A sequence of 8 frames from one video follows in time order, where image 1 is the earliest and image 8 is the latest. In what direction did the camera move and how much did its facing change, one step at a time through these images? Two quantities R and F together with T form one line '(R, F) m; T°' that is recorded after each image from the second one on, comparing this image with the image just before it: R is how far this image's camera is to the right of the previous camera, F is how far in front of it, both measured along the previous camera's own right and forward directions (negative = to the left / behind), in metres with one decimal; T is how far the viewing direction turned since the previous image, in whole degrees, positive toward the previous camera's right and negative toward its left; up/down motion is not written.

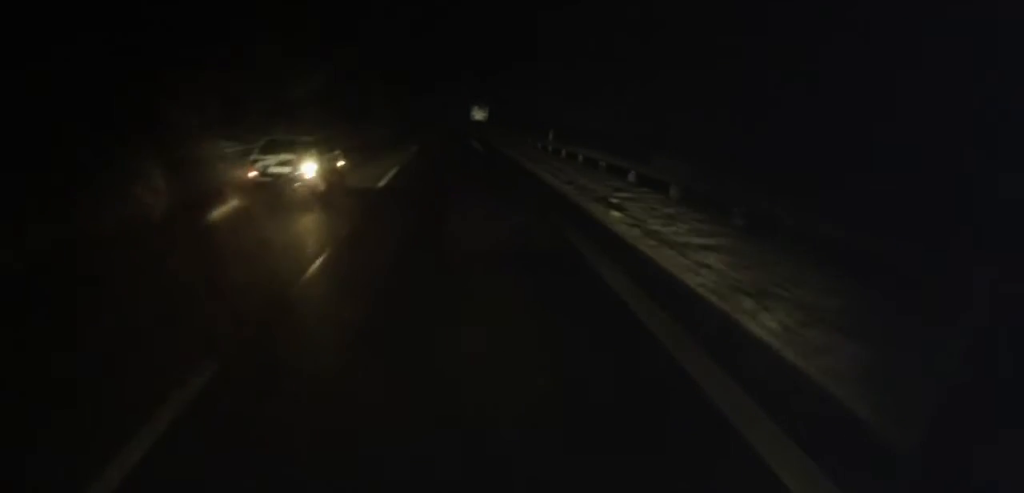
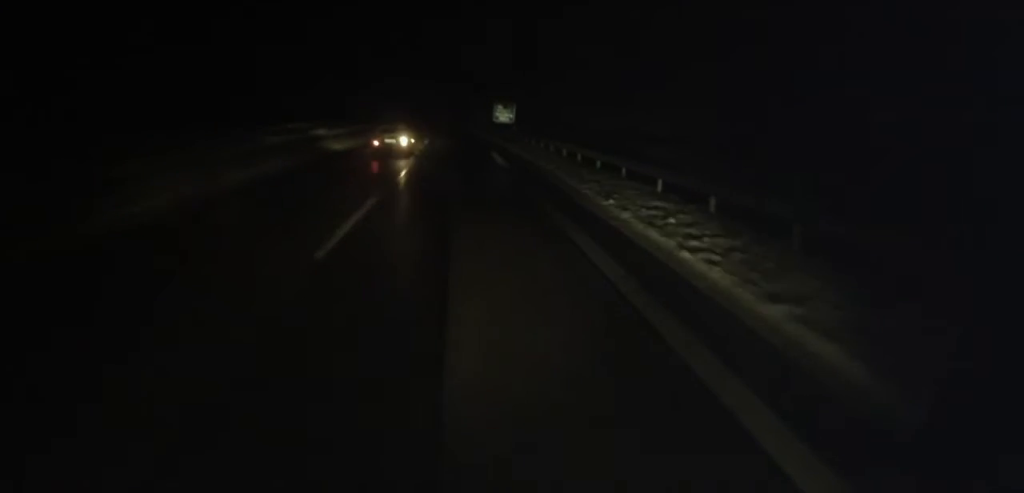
(0.0, +26.4) m; -1°
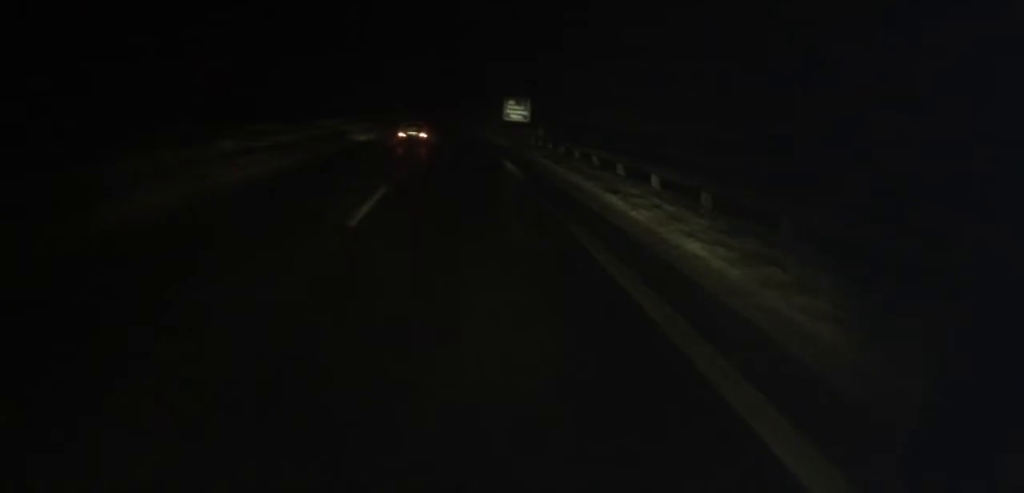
(-0.1, +15.5) m; -1°
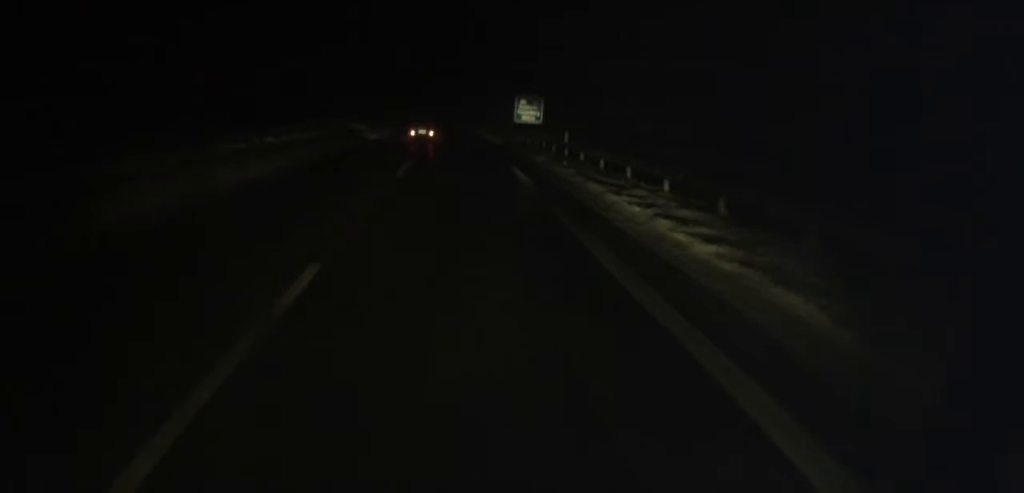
(-0.1, +8.9) m; 0°
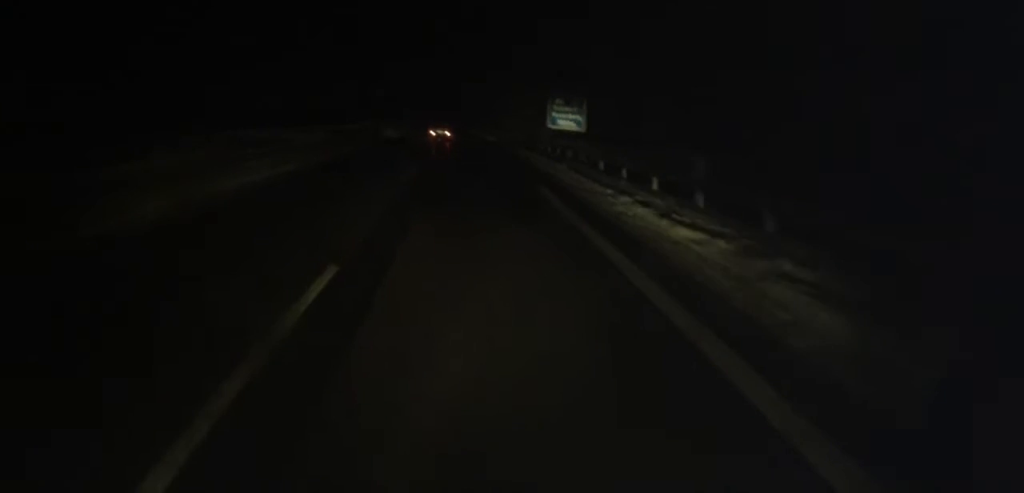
(0.0, +17.8) m; 0°
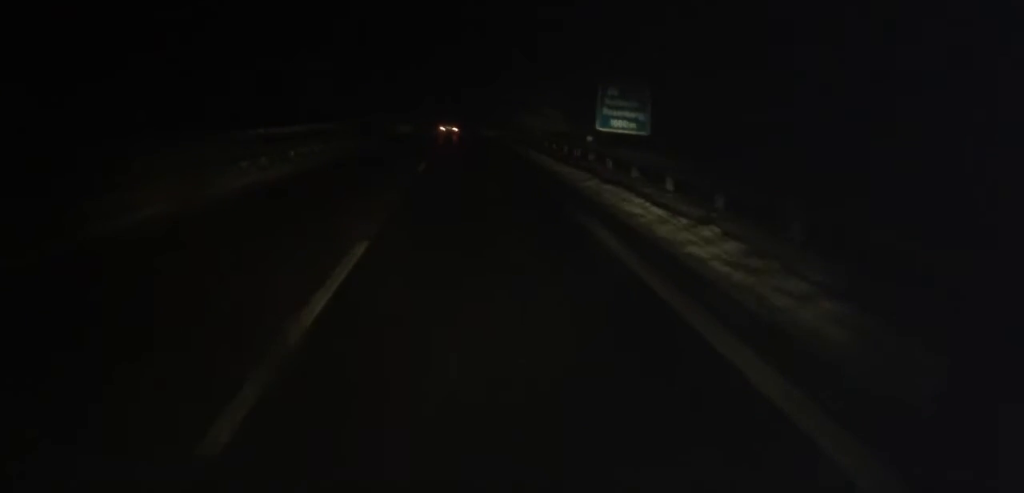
(0.0, +16.6) m; -1°
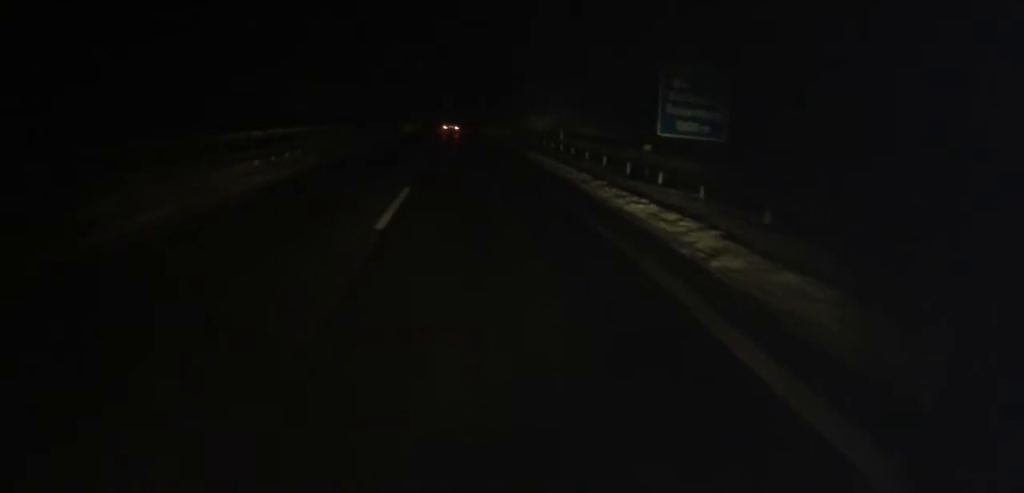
(-0.2, +10.7) m; -1°
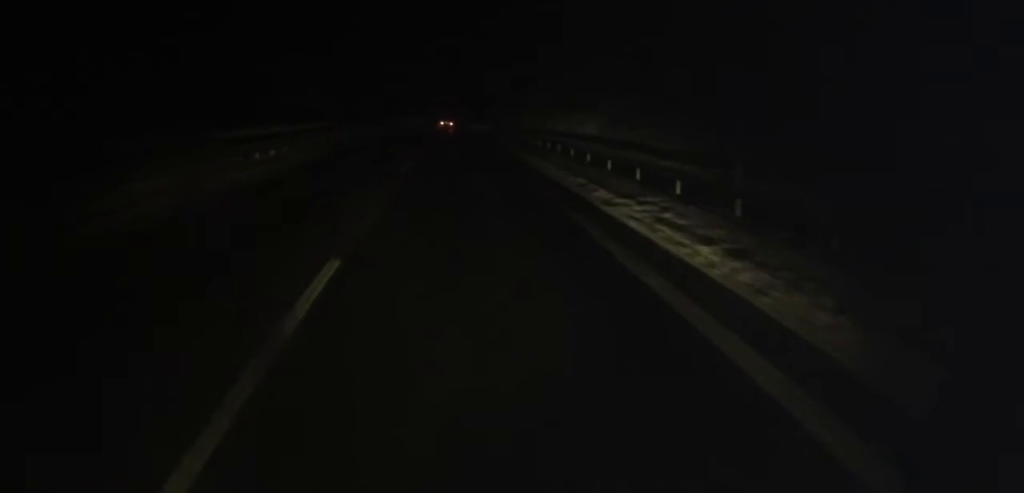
(-0.2, +26.7) m; -1°
